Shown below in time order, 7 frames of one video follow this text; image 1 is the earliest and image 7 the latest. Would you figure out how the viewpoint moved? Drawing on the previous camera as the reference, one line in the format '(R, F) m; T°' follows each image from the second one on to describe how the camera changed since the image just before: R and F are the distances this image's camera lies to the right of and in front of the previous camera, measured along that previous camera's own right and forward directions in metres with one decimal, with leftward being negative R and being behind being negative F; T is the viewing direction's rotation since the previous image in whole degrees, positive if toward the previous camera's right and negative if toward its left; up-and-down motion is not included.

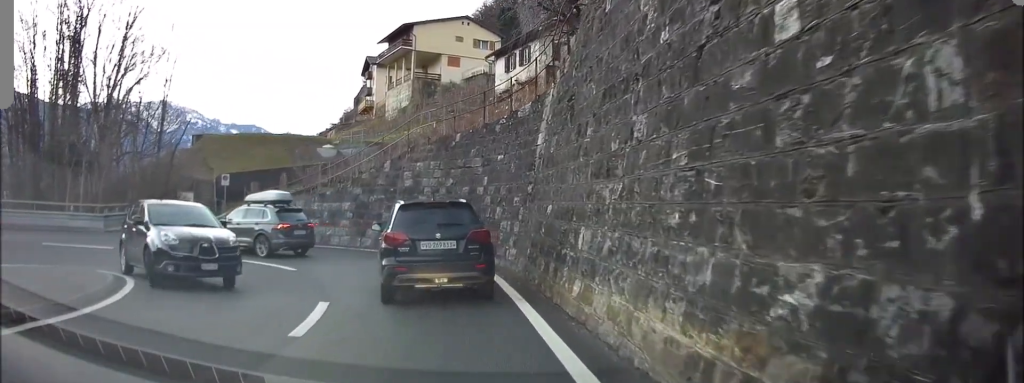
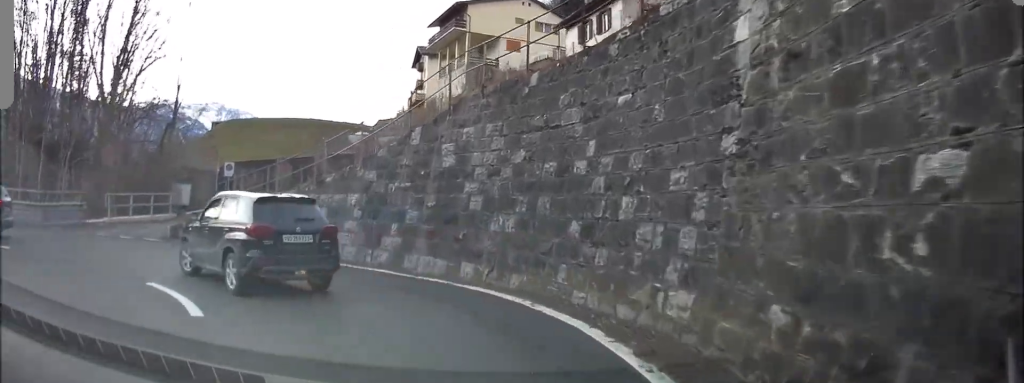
(+0.1, +9.0) m; -9°
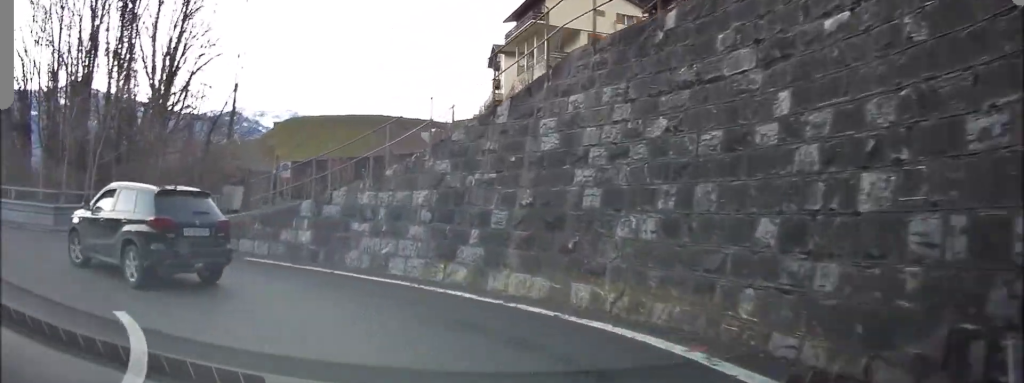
(-0.4, +3.4) m; -11°
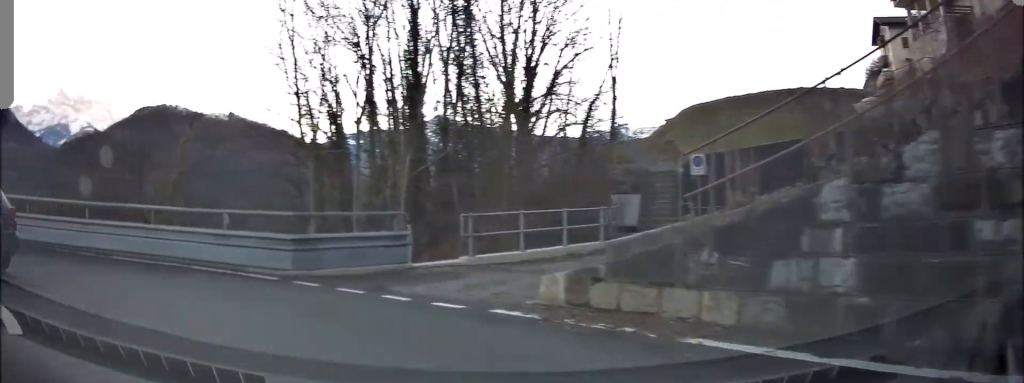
(-1.4, +7.1) m; -34°
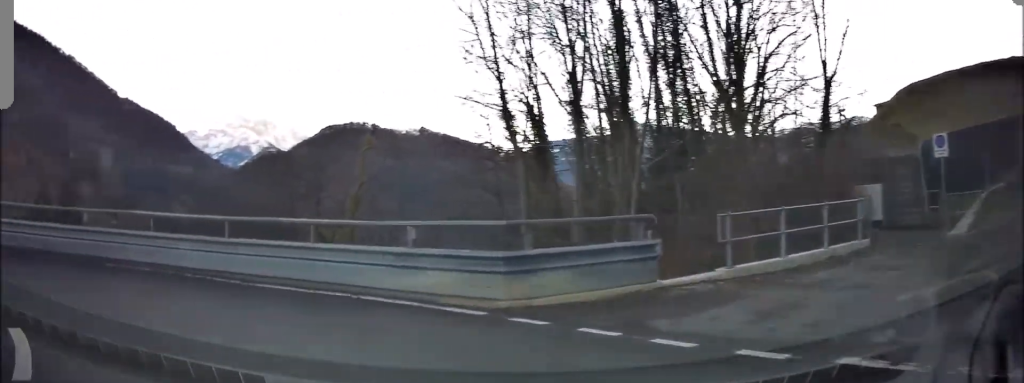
(-0.4, +1.8) m; -31°
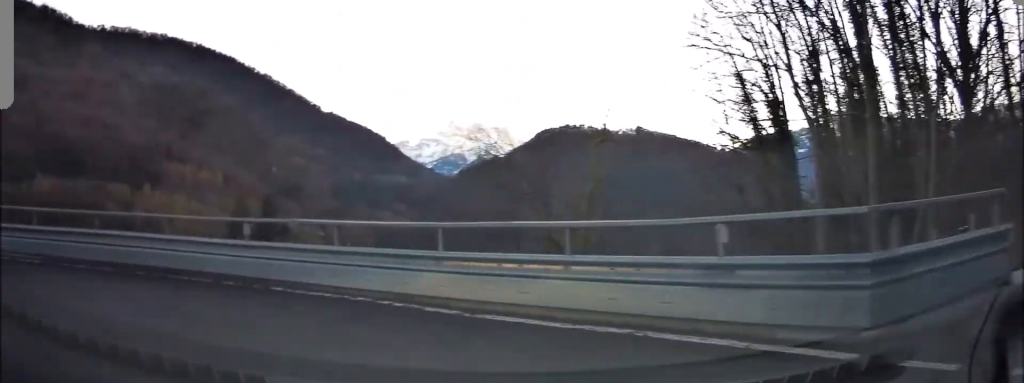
(-0.6, +1.5) m; -28°
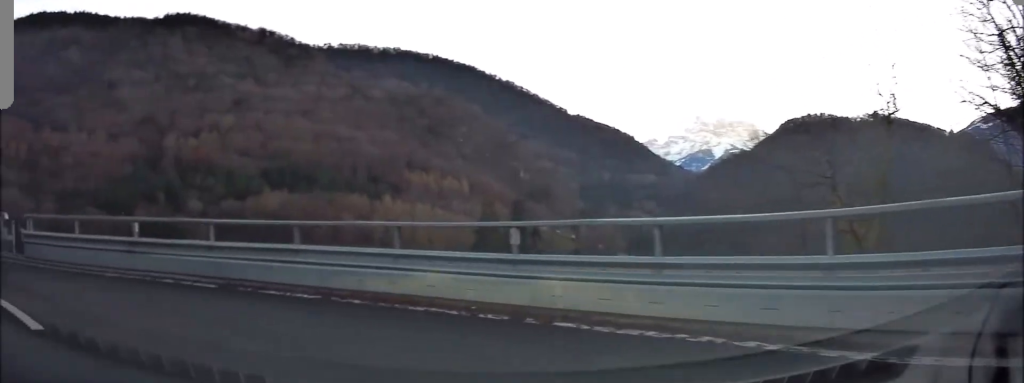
(-0.4, +1.7) m; -25°
